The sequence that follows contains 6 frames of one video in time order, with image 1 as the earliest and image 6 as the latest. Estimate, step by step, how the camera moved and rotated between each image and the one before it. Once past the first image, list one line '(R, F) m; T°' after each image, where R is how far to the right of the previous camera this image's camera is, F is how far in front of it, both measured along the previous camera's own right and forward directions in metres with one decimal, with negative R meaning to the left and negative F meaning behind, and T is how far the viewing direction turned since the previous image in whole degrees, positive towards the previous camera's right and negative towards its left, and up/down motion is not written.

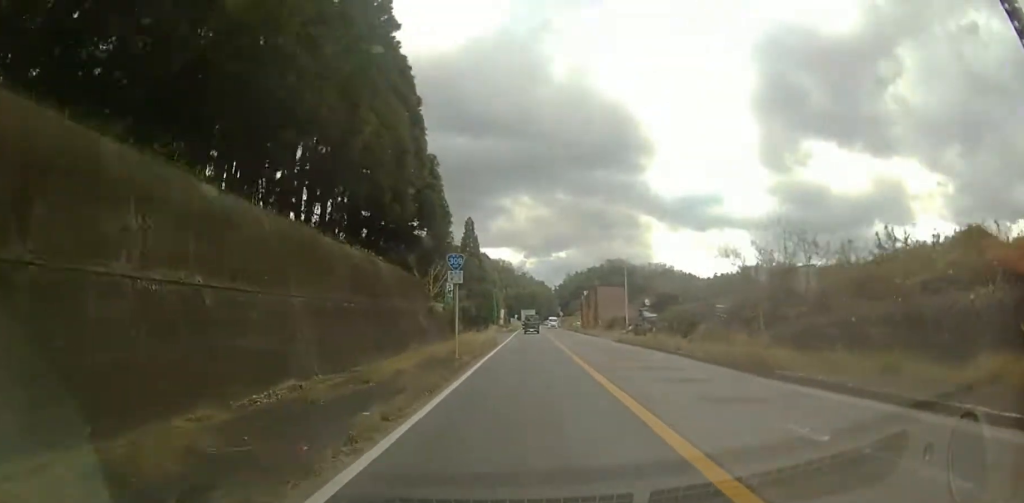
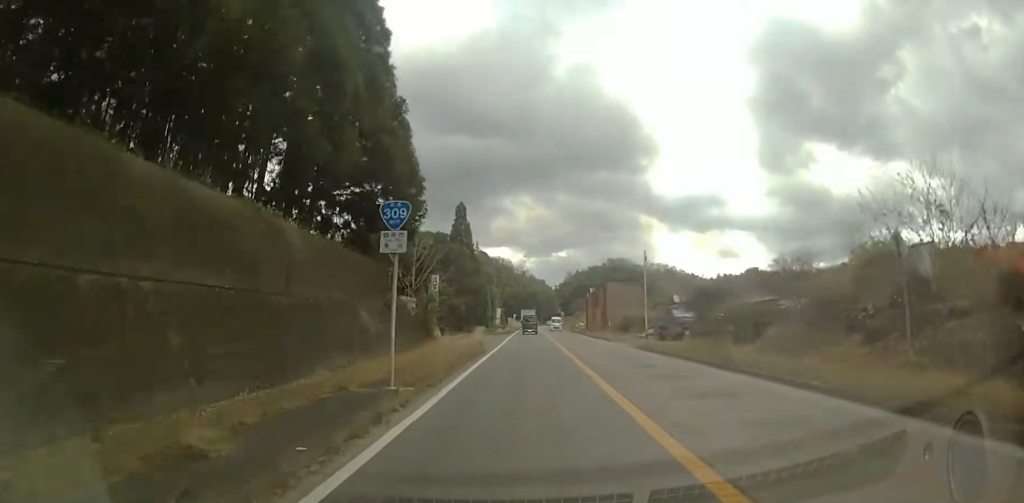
(0.0, +8.2) m; 0°
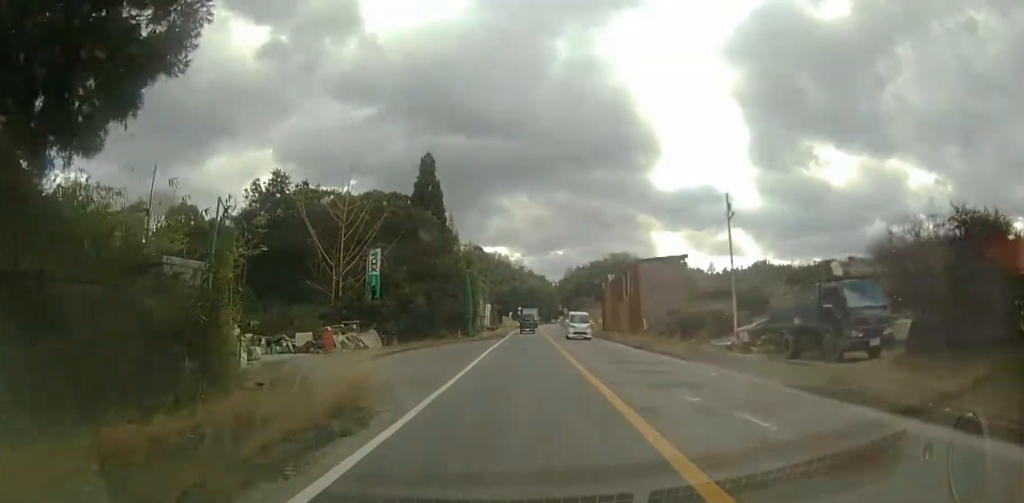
(0.0, +16.9) m; 0°
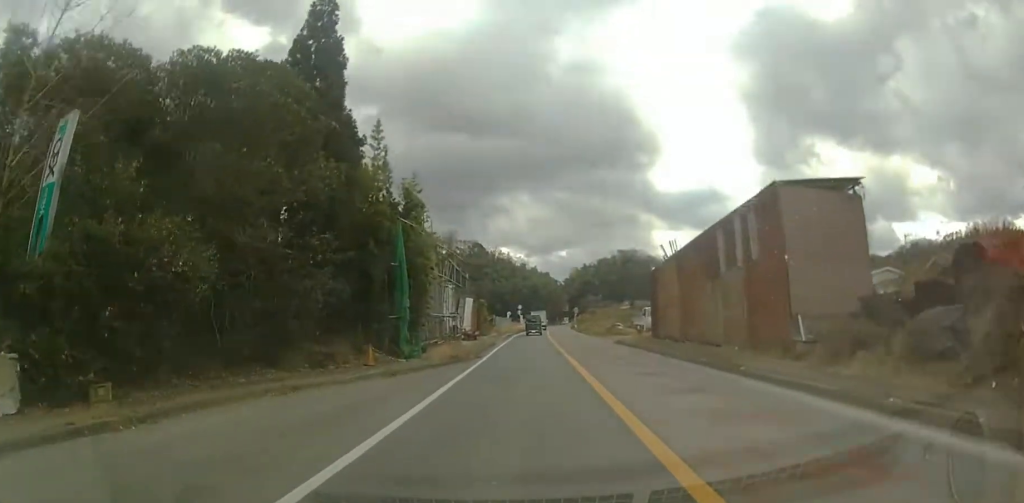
(+0.3, +21.3) m; +1°
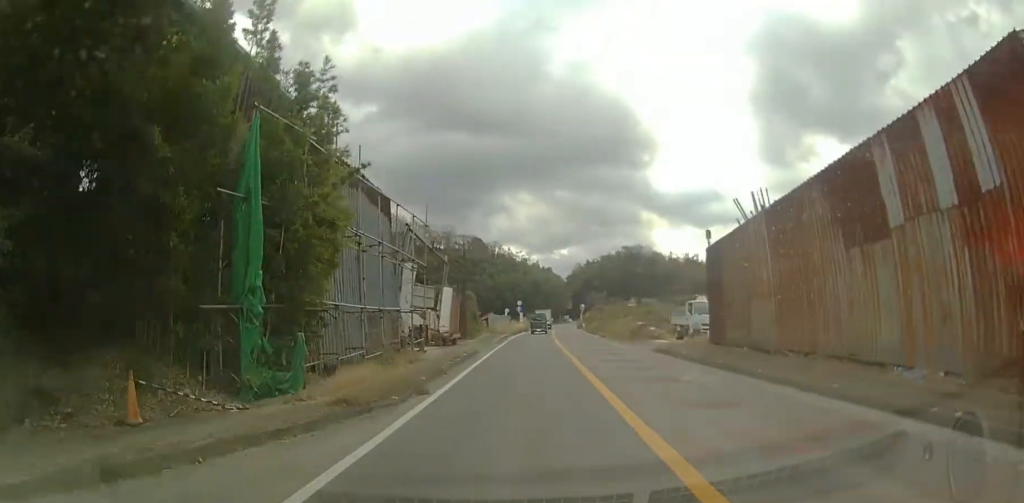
(-0.1, +10.5) m; -1°
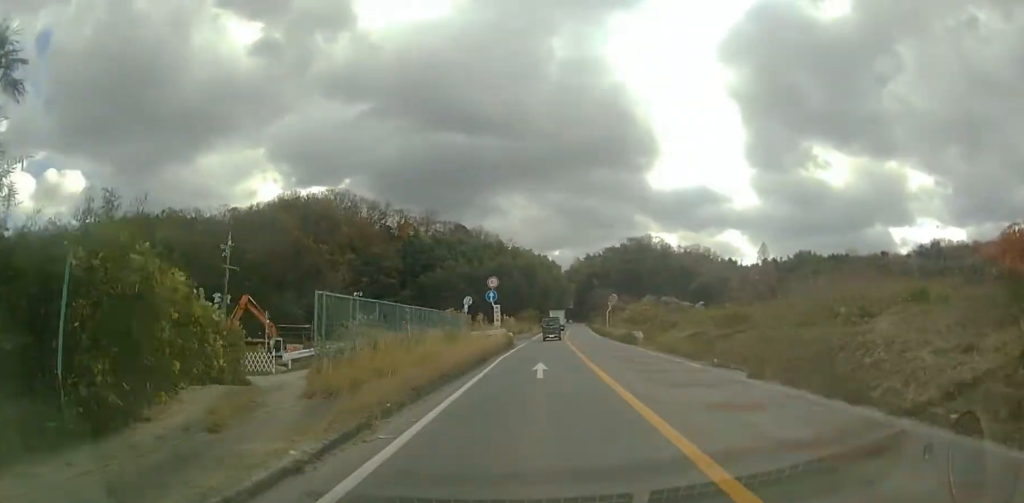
(-0.1, +39.2) m; 0°
